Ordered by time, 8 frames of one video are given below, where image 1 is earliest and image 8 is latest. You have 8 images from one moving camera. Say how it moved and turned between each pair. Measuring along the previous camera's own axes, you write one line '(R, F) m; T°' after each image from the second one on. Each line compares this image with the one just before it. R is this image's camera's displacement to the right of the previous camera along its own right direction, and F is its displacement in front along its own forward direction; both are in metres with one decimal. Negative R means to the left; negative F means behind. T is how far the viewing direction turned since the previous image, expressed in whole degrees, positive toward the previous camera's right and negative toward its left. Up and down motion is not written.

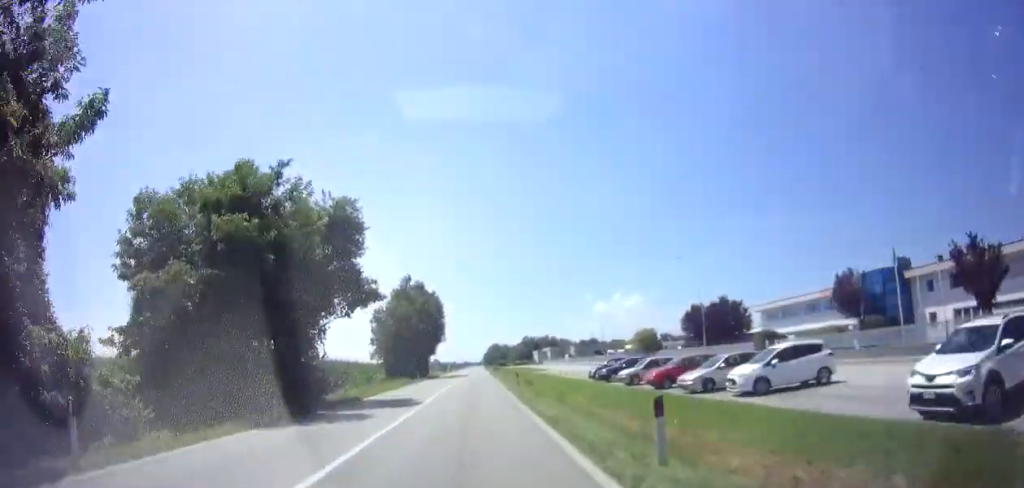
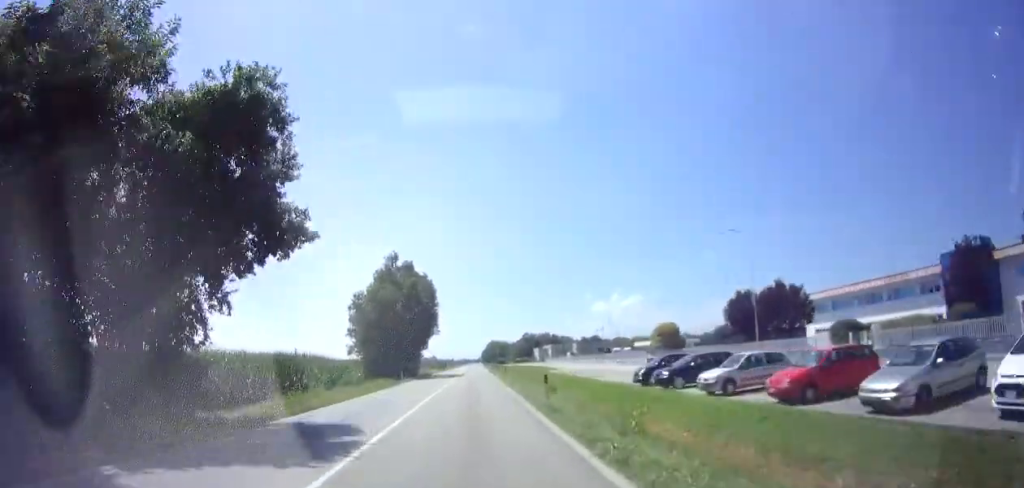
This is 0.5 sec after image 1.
(0.0, +11.0) m; 0°
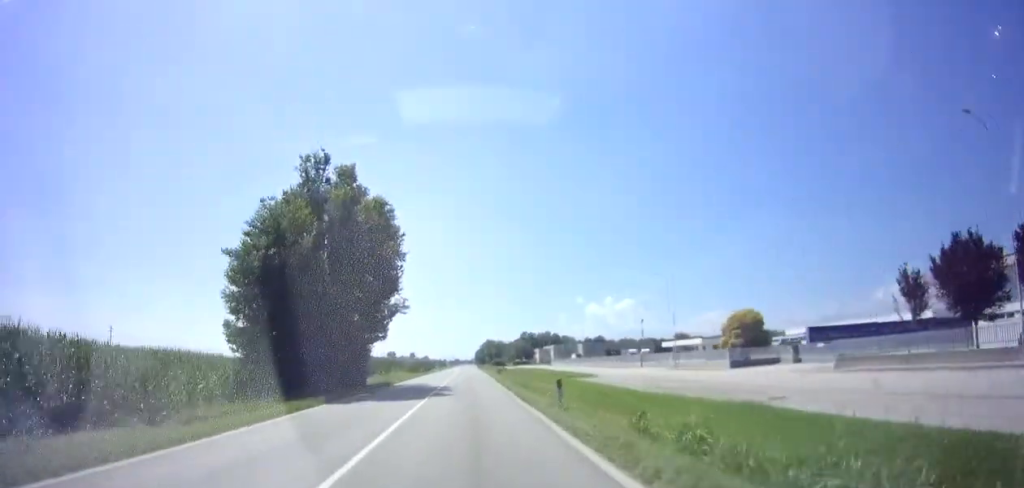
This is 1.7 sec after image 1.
(+0.3, +26.9) m; +1°
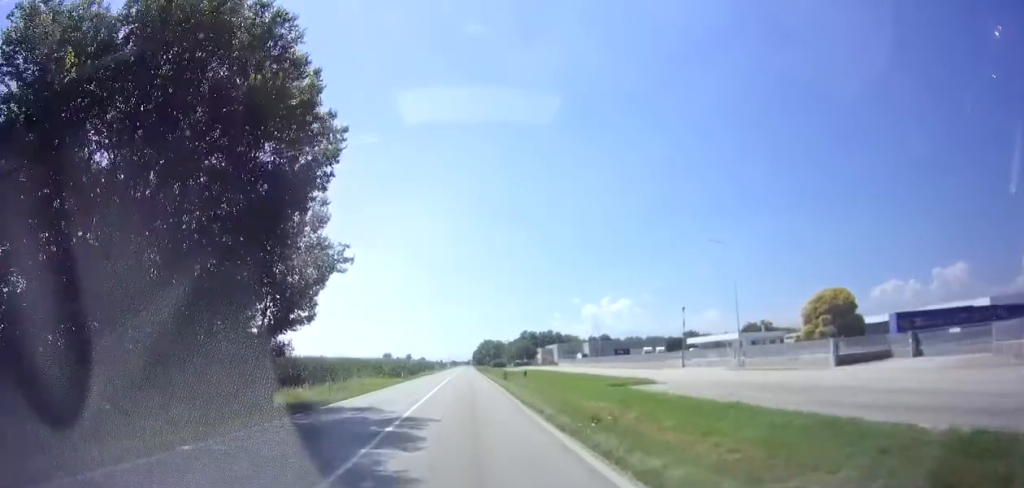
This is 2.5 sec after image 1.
(+0.2, +15.9) m; 0°
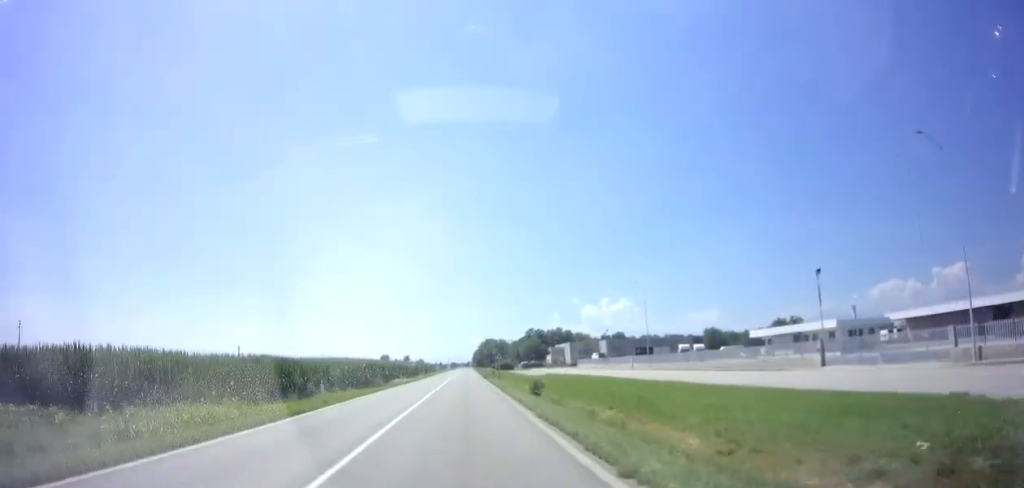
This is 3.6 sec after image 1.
(-0.5, +25.3) m; -1°
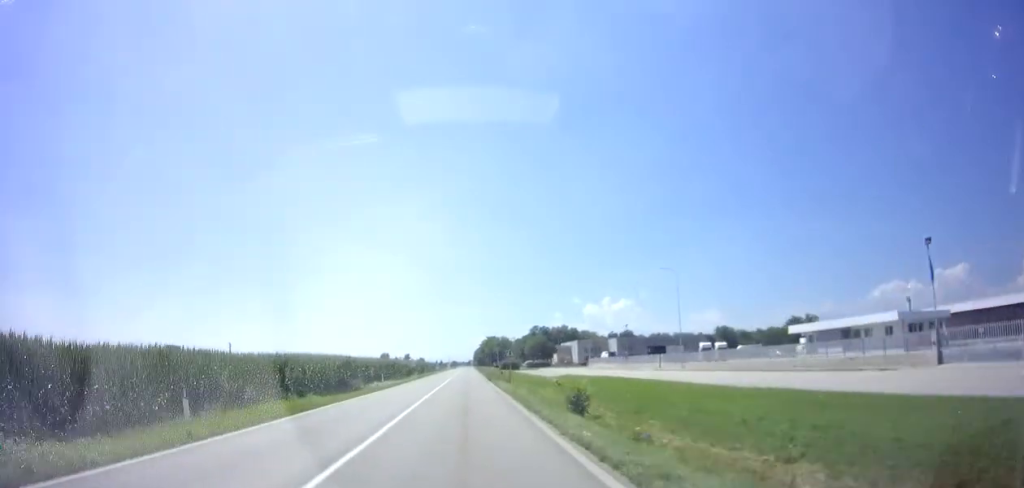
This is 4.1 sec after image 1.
(0.0, +10.8) m; 0°
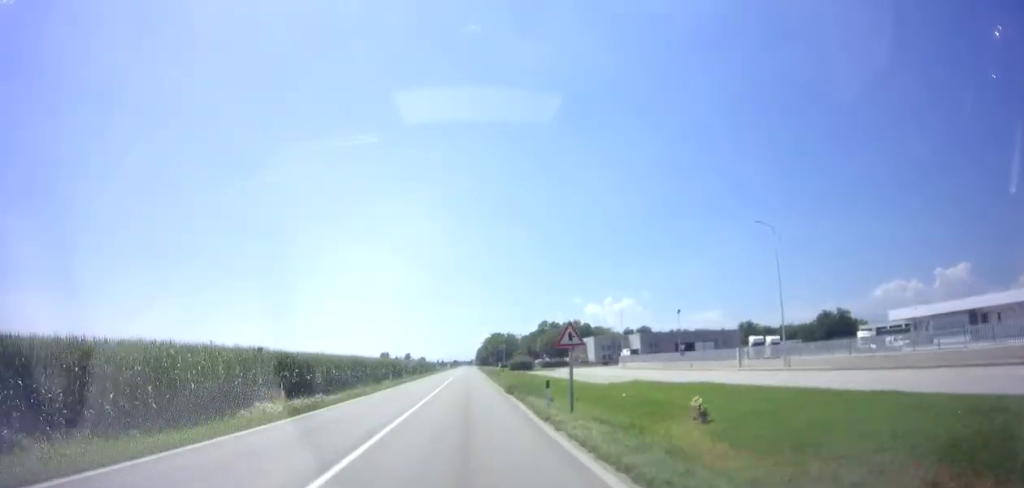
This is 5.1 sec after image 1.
(0.0, +20.9) m; 0°
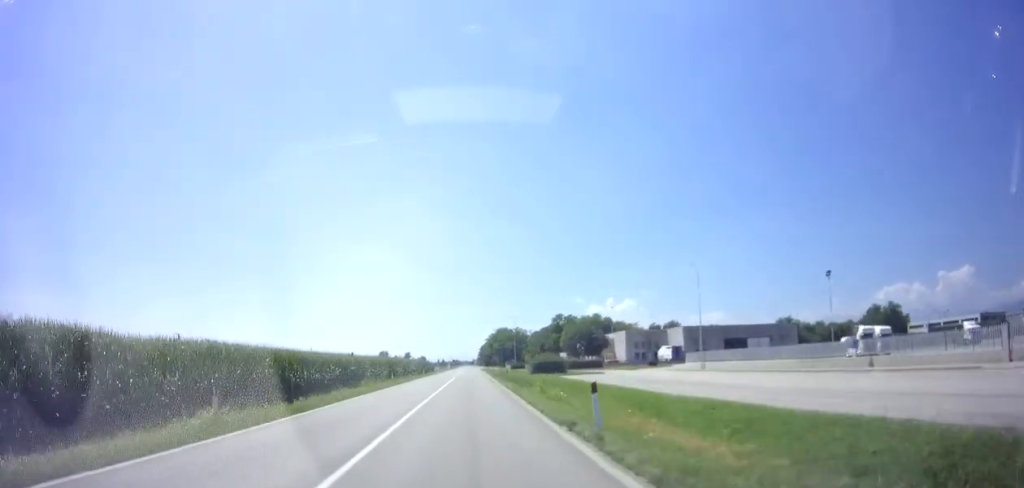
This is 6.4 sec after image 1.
(+0.1, +28.2) m; +1°
